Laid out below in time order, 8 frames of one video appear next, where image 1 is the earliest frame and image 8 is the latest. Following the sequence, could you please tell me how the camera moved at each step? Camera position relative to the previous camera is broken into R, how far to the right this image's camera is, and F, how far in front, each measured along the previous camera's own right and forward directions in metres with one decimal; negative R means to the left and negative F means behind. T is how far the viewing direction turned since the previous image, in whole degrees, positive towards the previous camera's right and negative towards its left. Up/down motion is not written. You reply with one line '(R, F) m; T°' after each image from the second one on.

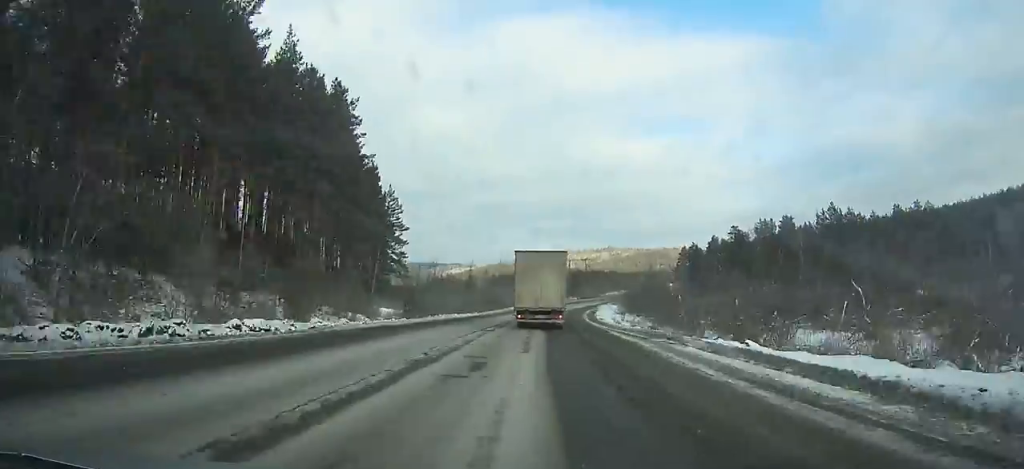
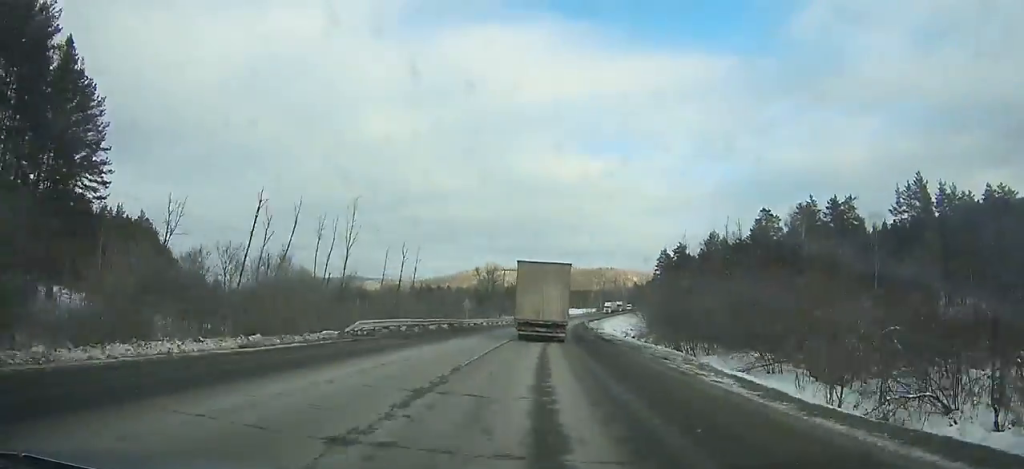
(+3.3, +77.9) m; +6°
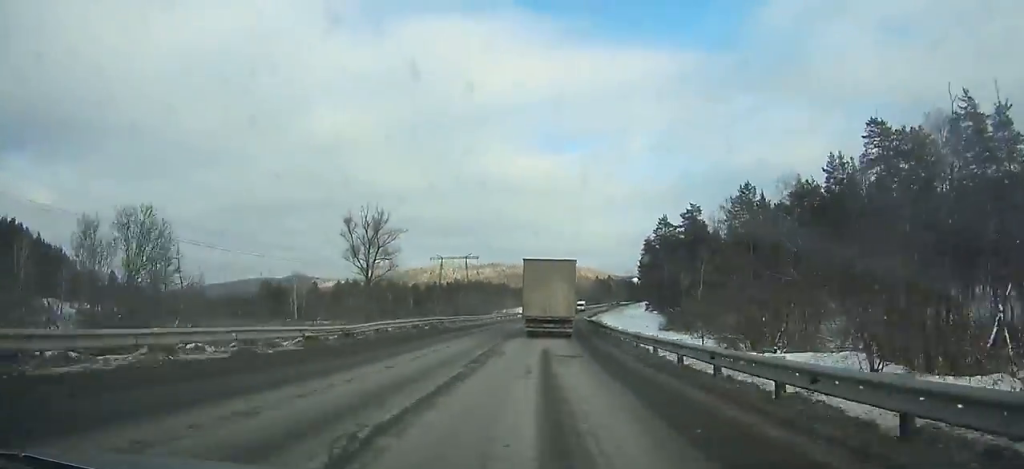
(+3.1, +65.9) m; +5°
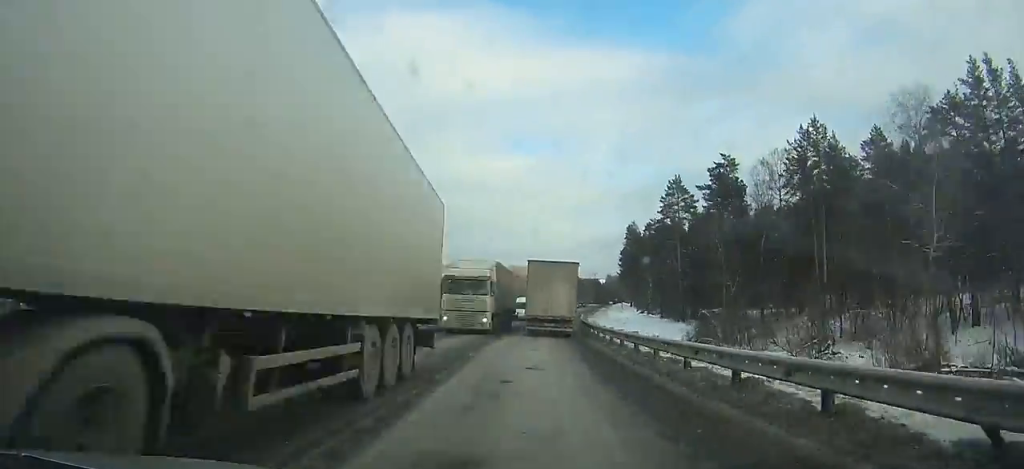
(+1.8, +43.5) m; +3°
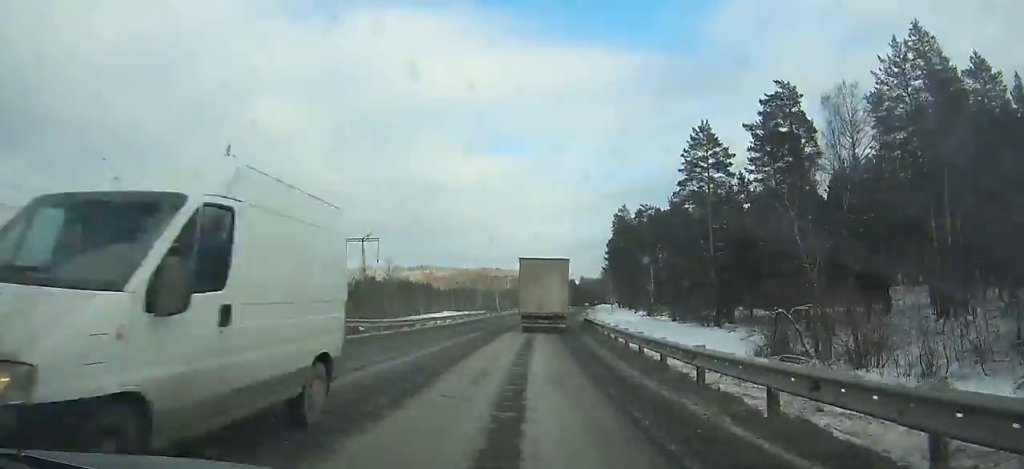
(+0.3, +30.4) m; +2°
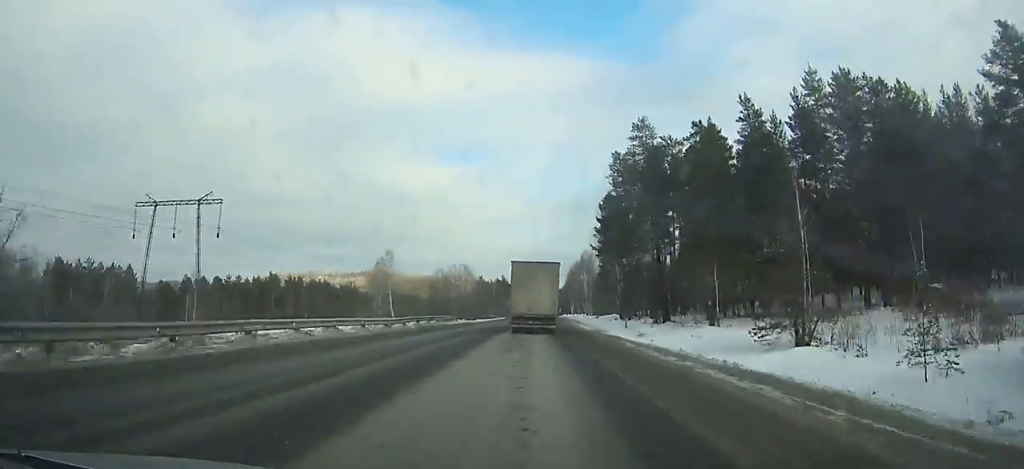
(+3.7, +75.1) m; +4°
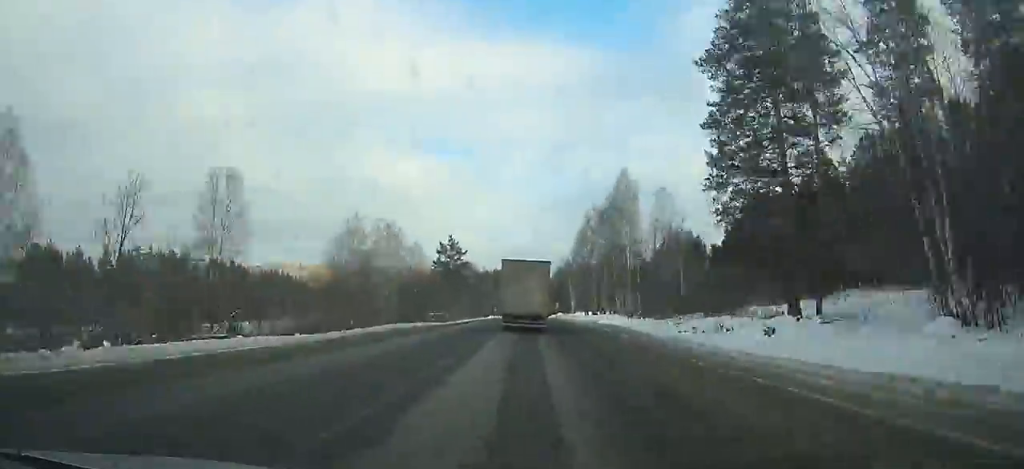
(+2.0, +88.6) m; +2°
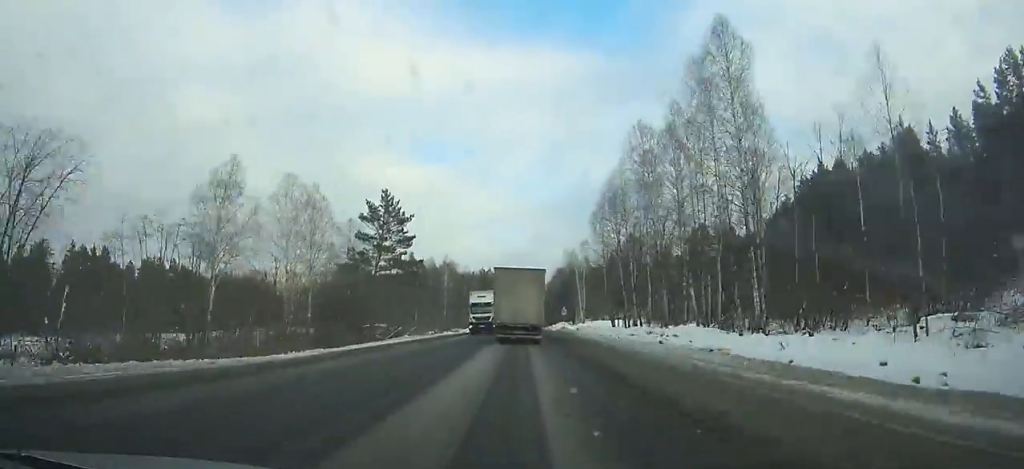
(+0.1, +39.3) m; 0°
